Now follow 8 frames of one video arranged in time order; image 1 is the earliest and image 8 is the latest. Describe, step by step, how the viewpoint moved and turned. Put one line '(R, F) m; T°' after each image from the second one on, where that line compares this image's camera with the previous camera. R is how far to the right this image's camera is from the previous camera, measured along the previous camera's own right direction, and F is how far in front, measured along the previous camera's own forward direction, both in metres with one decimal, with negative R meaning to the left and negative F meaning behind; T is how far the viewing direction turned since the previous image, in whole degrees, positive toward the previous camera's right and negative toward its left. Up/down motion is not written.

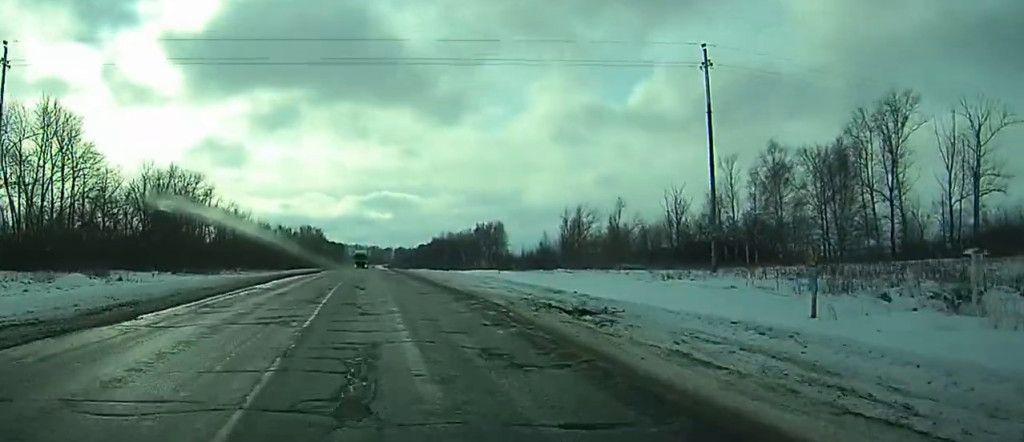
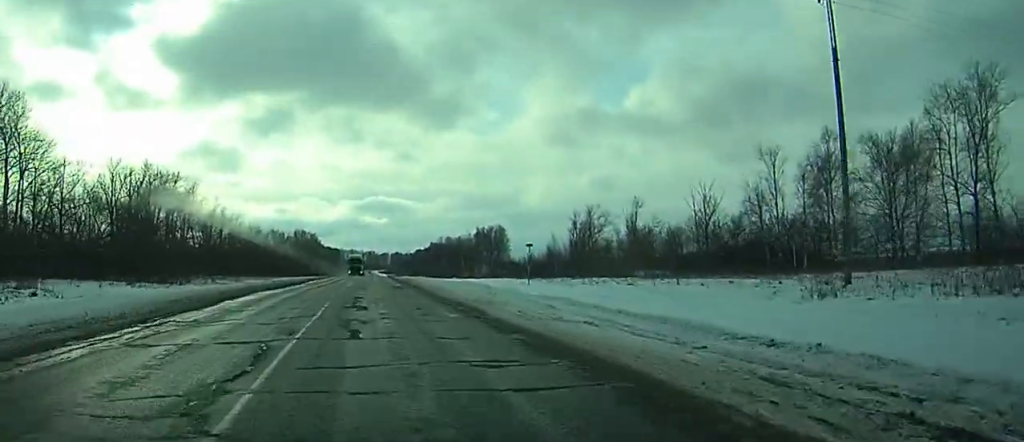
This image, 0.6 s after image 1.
(+0.1, +15.5) m; 0°
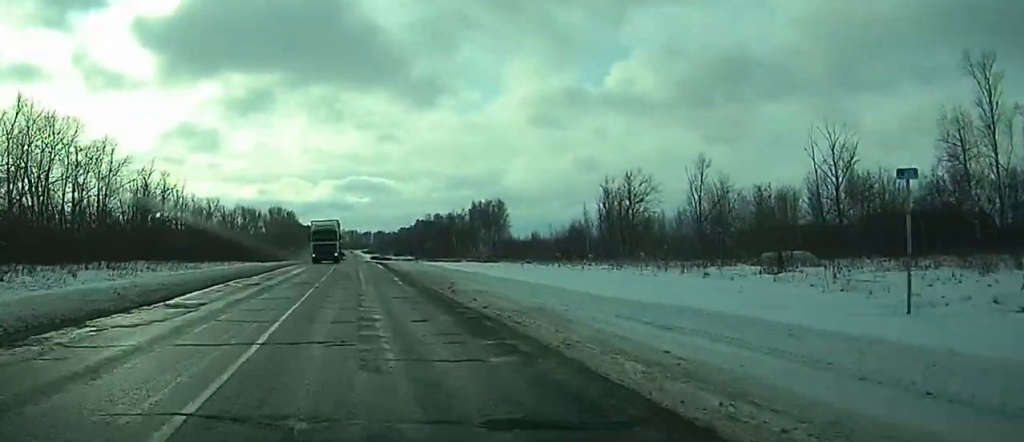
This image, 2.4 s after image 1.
(+0.4, +44.6) m; +1°
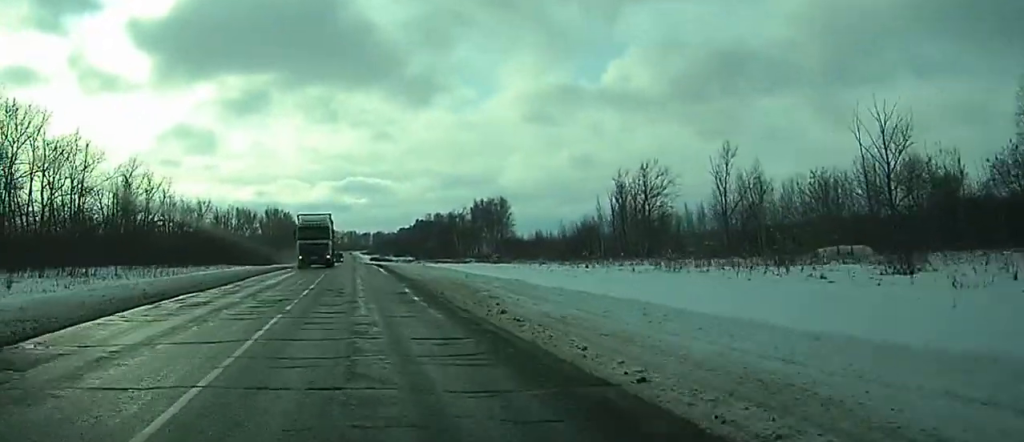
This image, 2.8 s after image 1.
(0.0, +10.4) m; 0°
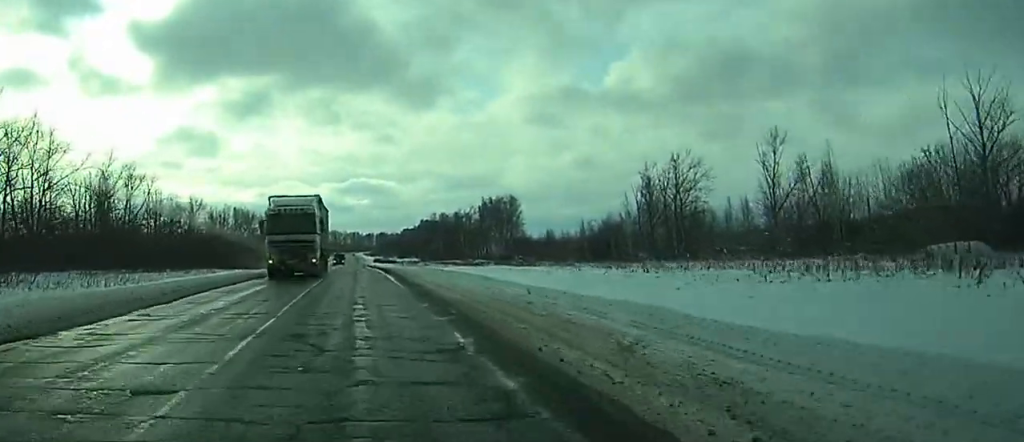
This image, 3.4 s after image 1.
(0.0, +14.0) m; 0°
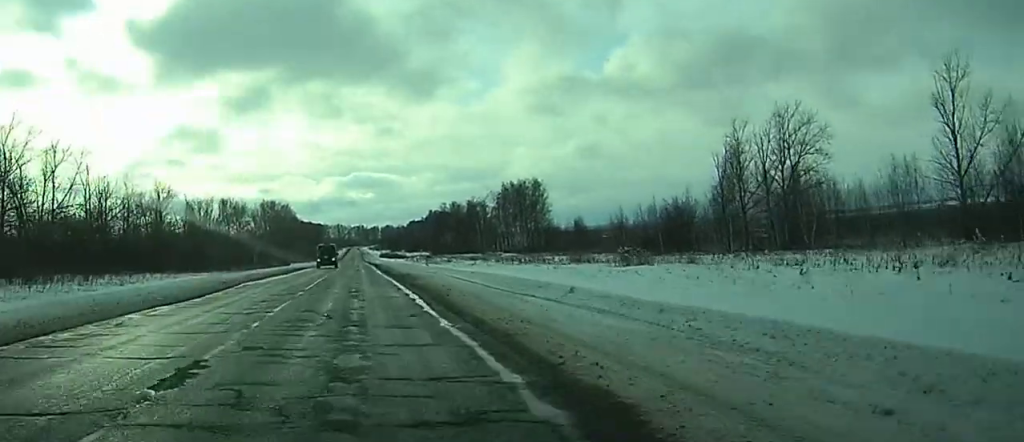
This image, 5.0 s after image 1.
(-0.1, +35.4) m; 0°
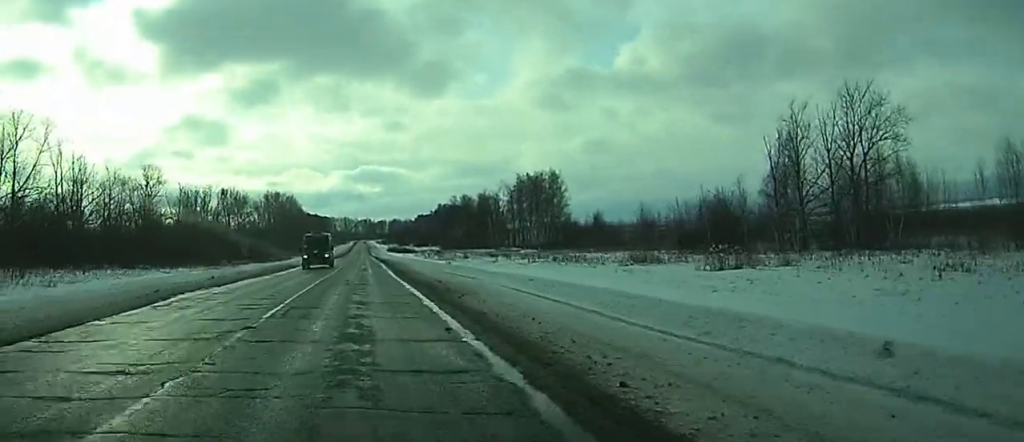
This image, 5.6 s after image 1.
(0.0, +13.9) m; 0°
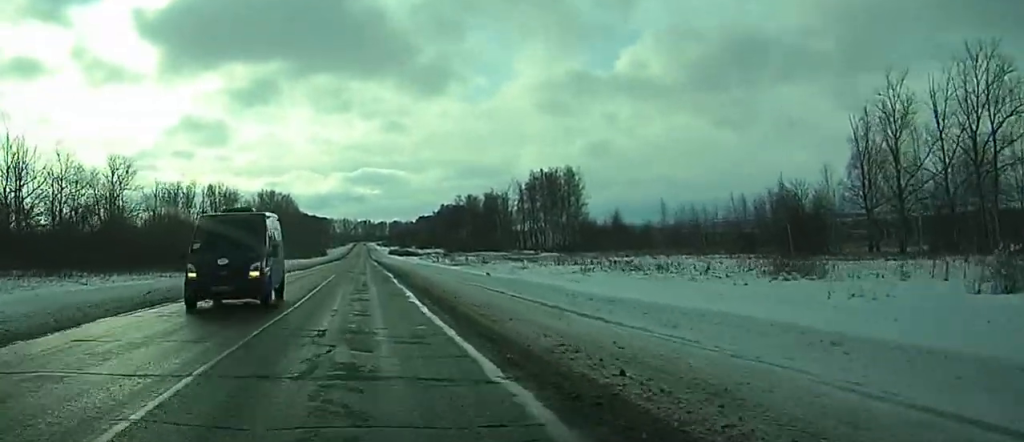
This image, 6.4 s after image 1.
(0.0, +20.2) m; 0°
